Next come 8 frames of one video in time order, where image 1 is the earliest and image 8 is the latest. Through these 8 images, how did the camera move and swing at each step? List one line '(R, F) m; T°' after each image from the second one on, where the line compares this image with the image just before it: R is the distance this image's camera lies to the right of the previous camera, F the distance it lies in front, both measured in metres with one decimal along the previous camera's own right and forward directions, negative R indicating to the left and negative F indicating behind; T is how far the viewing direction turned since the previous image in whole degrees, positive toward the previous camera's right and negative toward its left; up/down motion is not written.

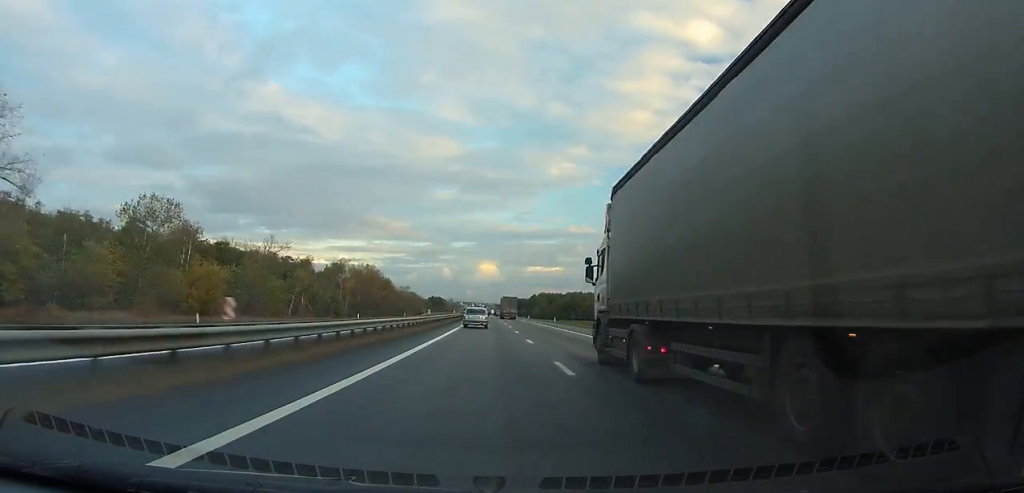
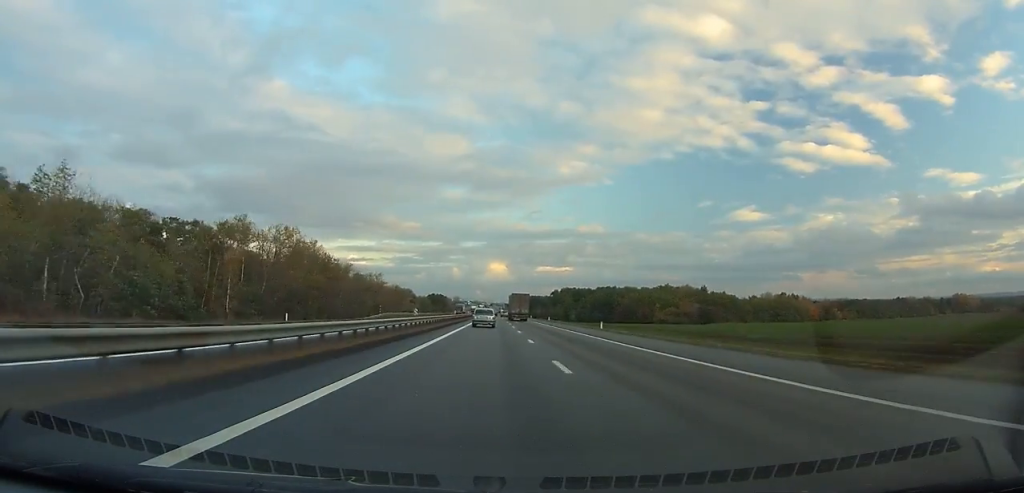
(-0.4, +76.3) m; -1°
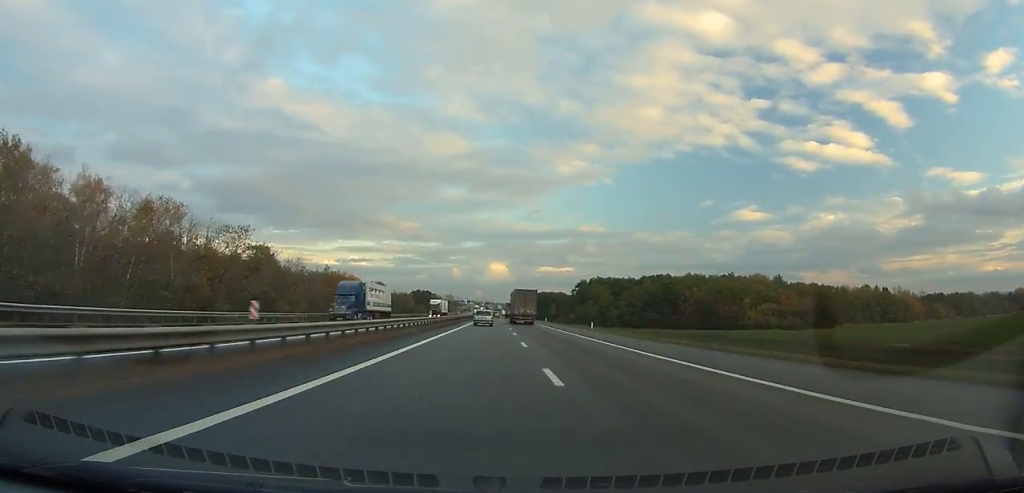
(-0.4, +90.3) m; 0°
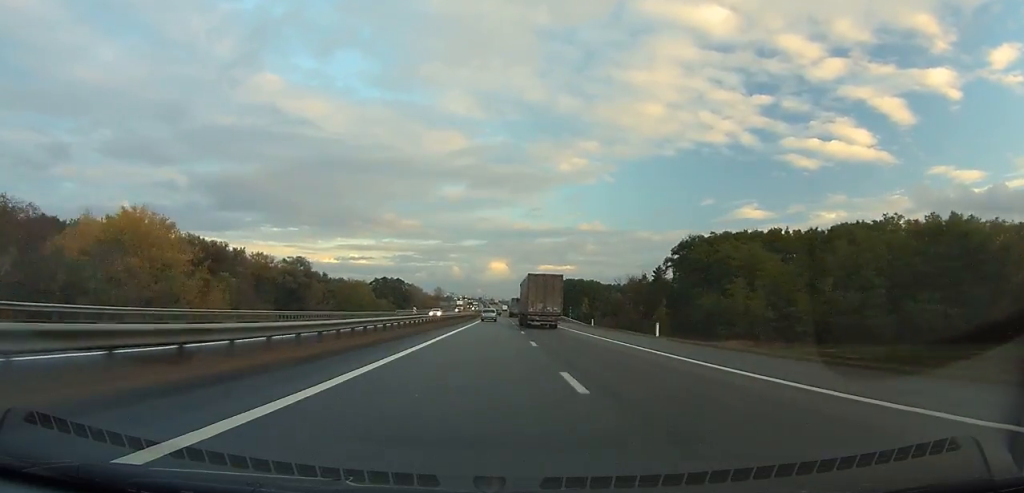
(-0.6, +114.8) m; 0°
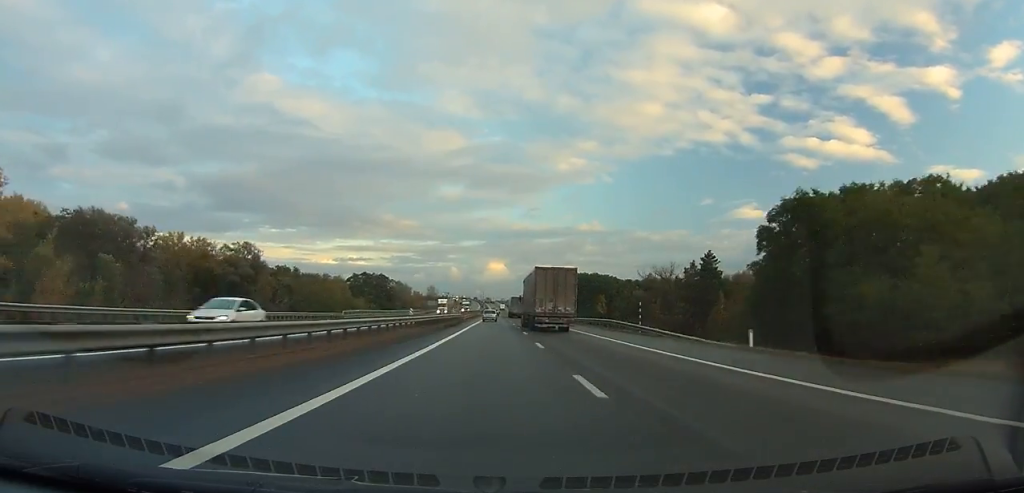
(-0.1, +36.5) m; 0°
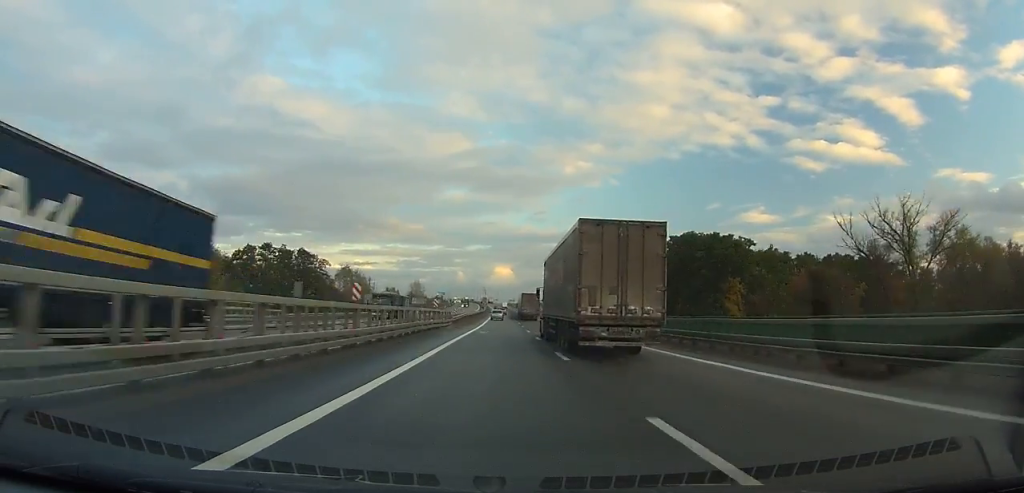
(+0.3, +101.4) m; 0°
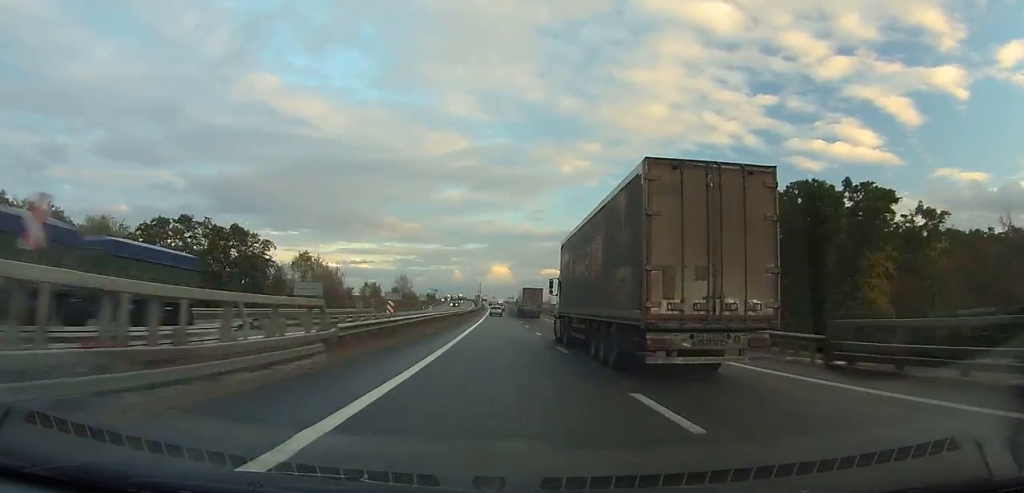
(0.0, +34.1) m; 0°
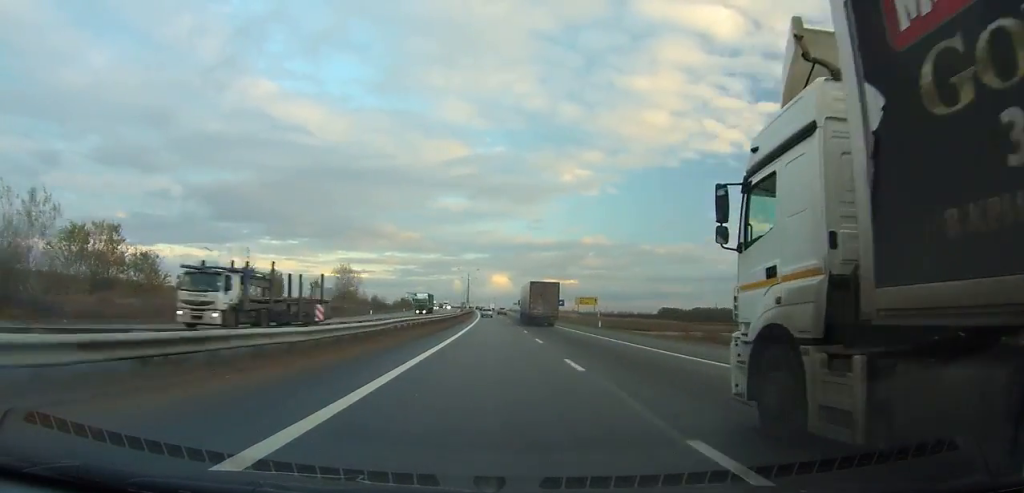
(-0.3, +97.2) m; 0°
